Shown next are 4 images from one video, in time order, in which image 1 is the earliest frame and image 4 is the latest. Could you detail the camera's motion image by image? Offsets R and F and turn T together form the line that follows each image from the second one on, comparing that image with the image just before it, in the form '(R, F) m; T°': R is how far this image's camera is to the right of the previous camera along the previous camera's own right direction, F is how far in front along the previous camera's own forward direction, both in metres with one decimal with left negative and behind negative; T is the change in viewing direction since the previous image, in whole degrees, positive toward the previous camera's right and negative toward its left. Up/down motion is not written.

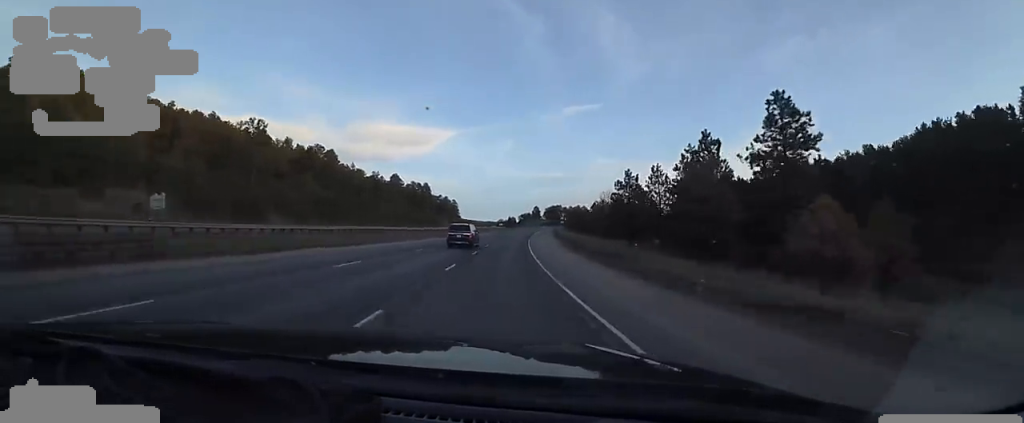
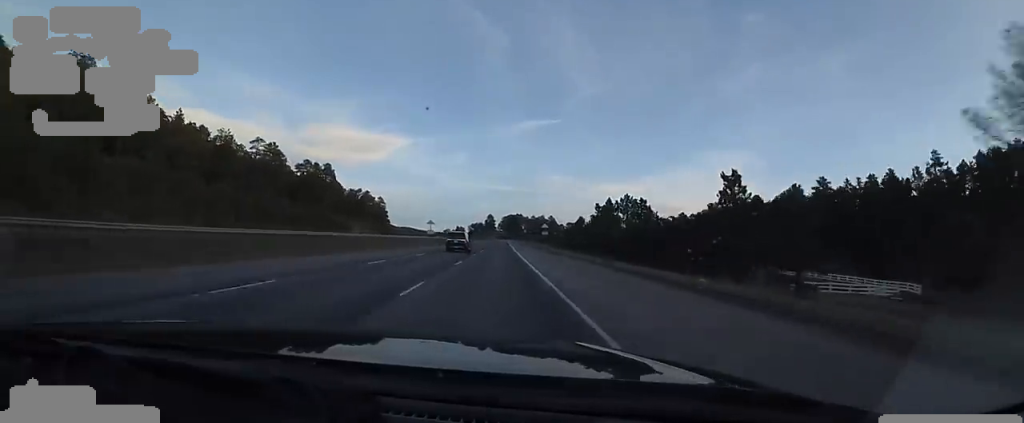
(+0.4, +78.6) m; +2°
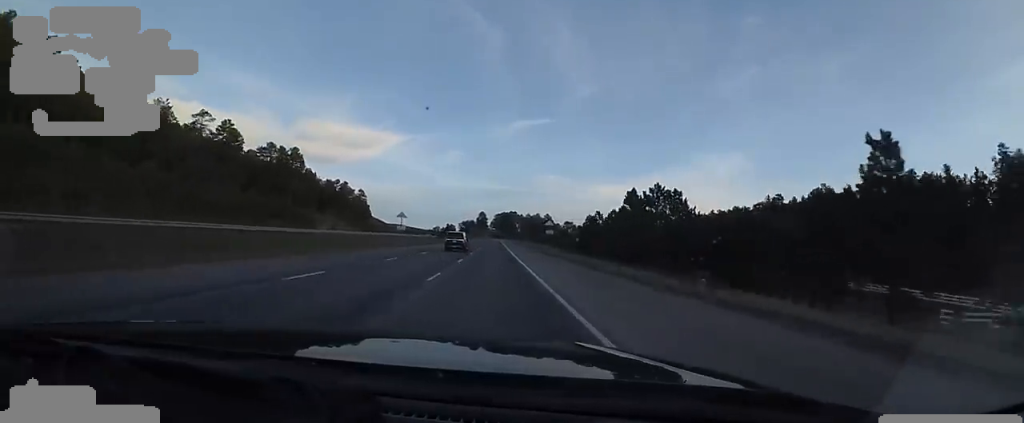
(+0.1, +20.2) m; +2°
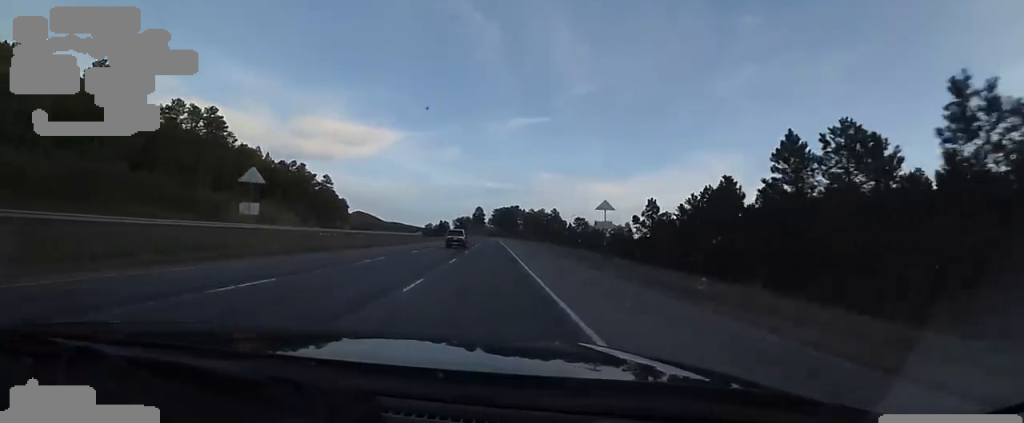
(+1.4, +39.7) m; +1°
